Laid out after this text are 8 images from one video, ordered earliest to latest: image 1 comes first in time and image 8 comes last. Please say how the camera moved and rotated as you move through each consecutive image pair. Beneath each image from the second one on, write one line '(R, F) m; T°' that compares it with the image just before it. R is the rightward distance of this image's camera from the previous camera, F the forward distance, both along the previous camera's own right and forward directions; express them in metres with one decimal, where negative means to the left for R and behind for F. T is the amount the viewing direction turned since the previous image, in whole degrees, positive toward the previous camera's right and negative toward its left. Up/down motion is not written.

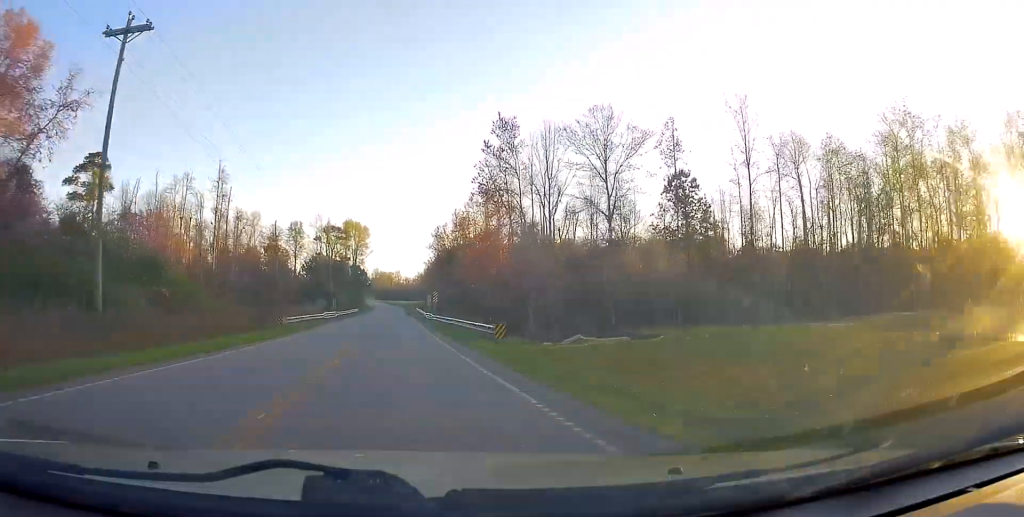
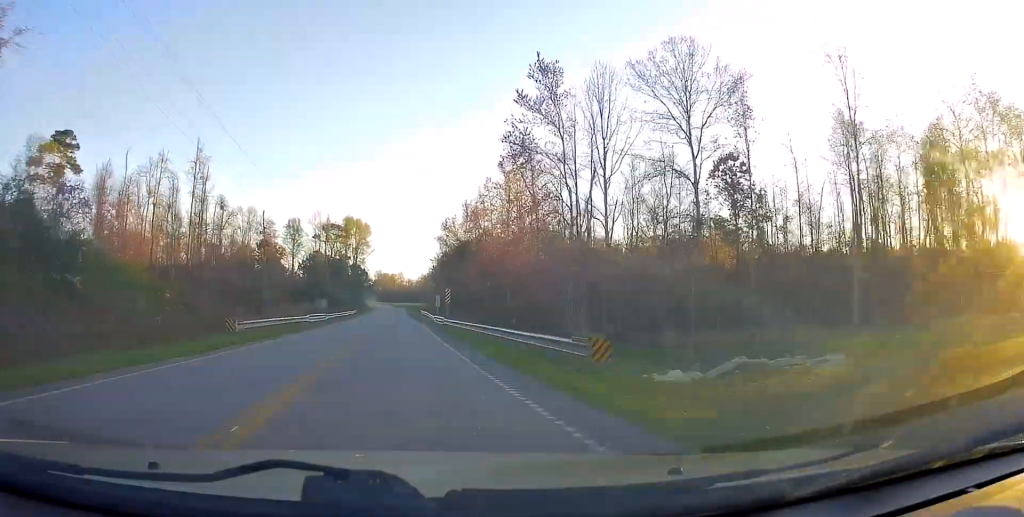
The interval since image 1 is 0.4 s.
(+0.1, +9.3) m; +1°
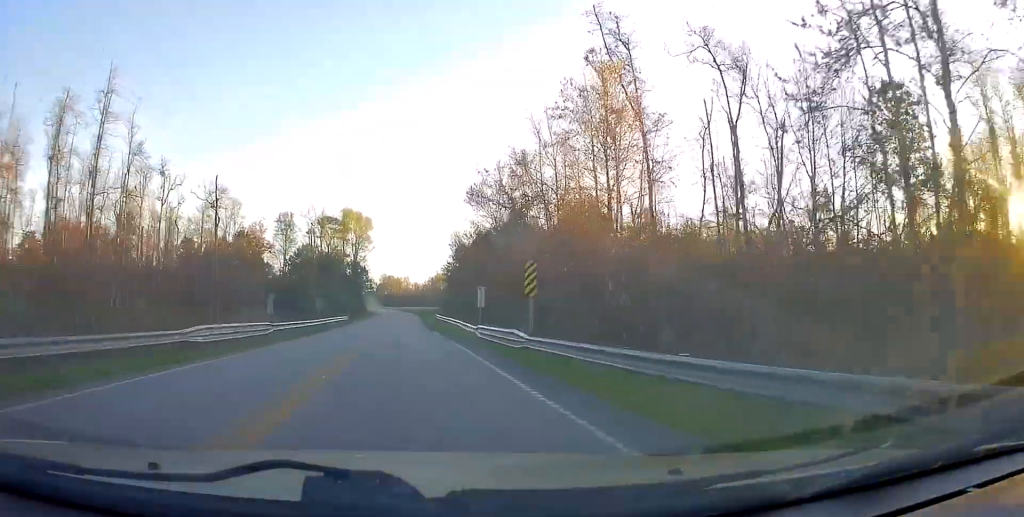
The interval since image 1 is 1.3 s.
(+0.5, +22.6) m; +2°
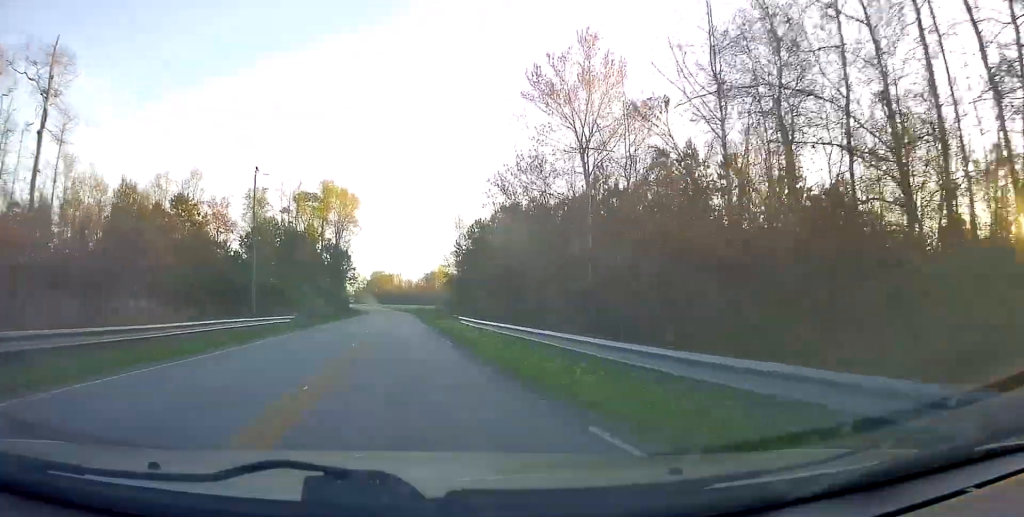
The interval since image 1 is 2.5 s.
(+0.4, +30.2) m; 0°
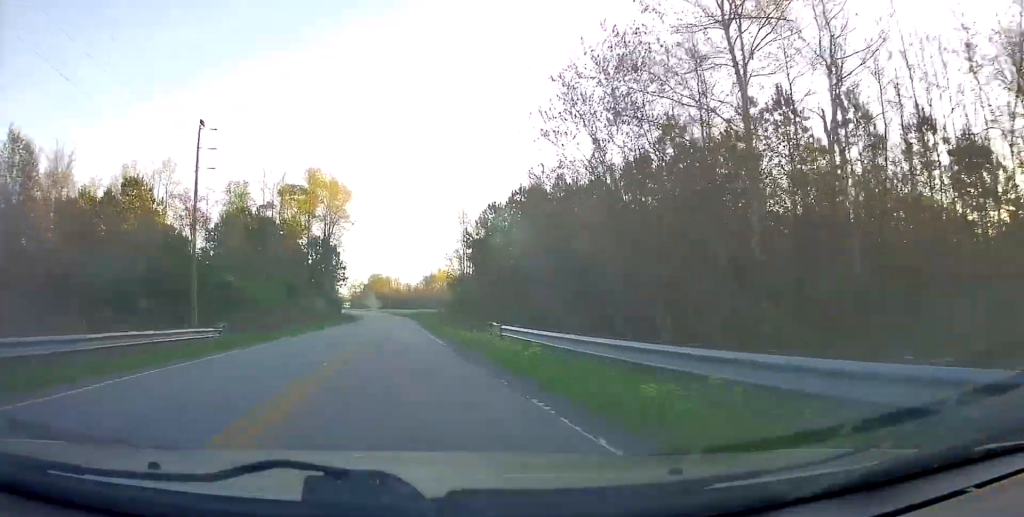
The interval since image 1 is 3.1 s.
(-0.3, +15.0) m; -1°
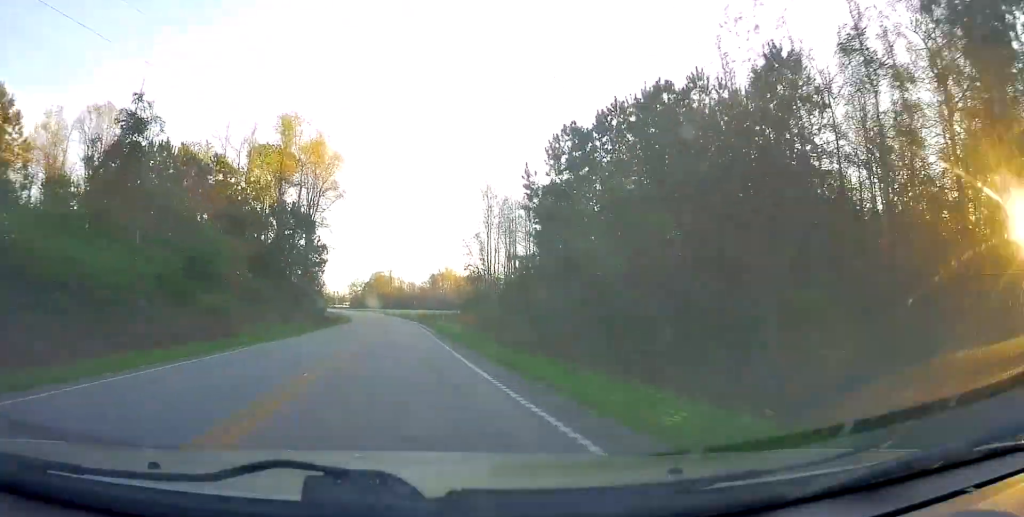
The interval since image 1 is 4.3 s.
(-0.2, +29.4) m; 0°
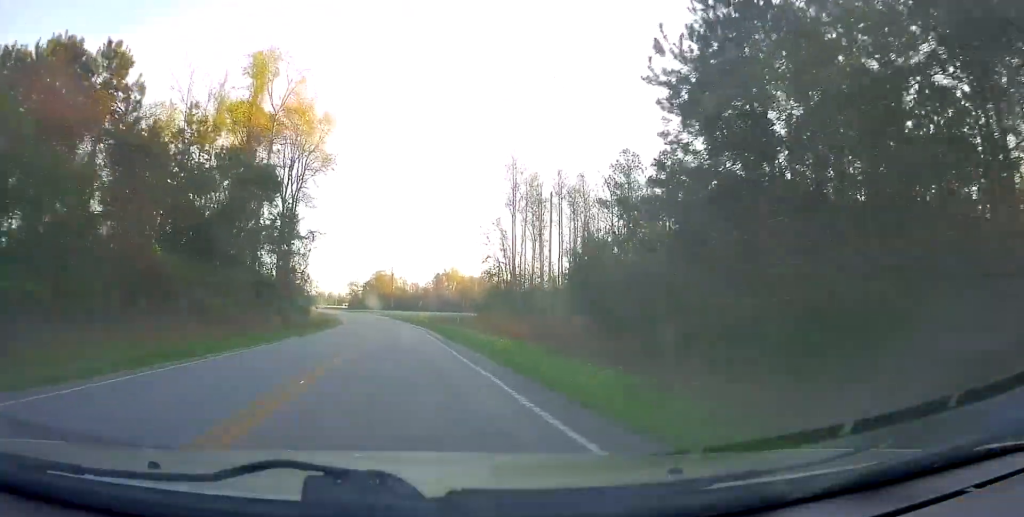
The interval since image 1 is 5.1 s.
(0.0, +19.0) m; +1°
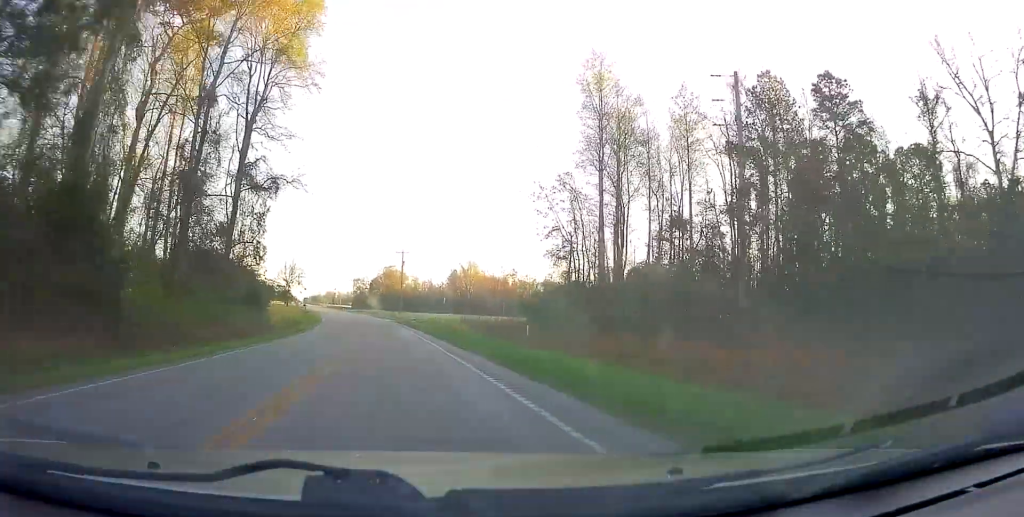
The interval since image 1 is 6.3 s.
(+0.3, +30.8) m; +1°
